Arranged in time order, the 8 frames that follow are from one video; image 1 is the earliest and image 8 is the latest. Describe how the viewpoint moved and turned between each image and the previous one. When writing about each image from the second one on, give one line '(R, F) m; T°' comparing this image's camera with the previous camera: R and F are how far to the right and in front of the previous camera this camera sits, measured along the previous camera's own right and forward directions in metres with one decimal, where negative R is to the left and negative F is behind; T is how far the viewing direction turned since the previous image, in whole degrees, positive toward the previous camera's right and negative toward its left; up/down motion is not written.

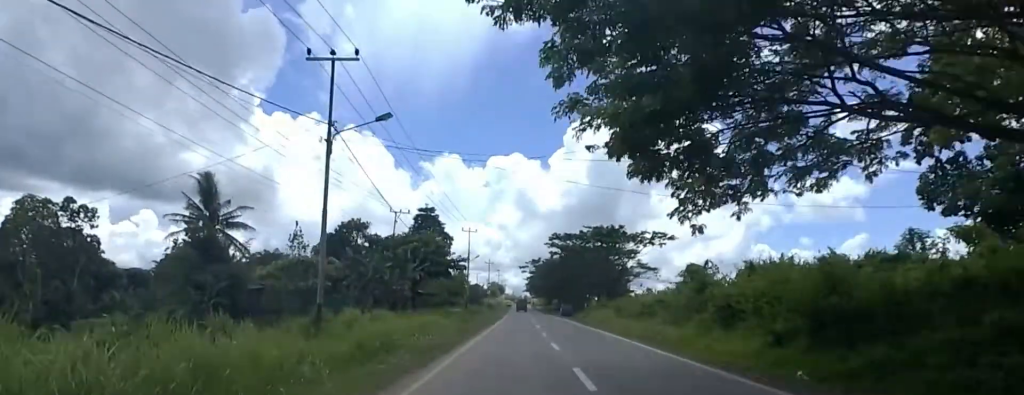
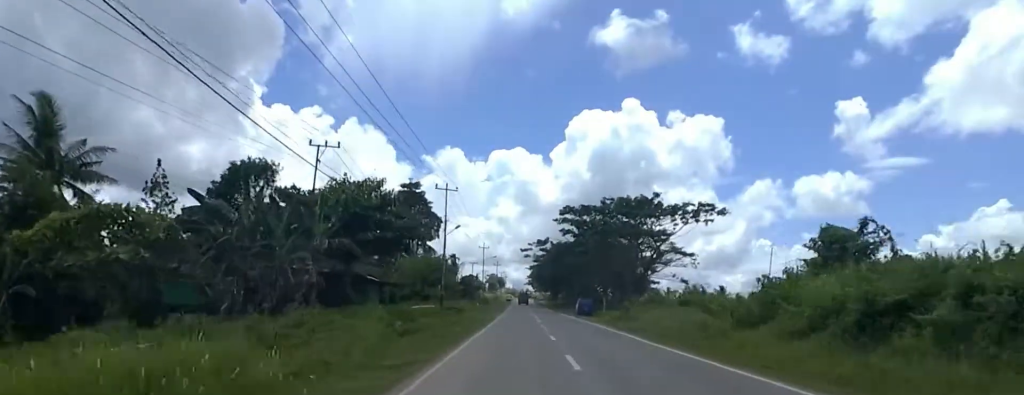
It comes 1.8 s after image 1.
(-0.5, +22.0) m; -5°
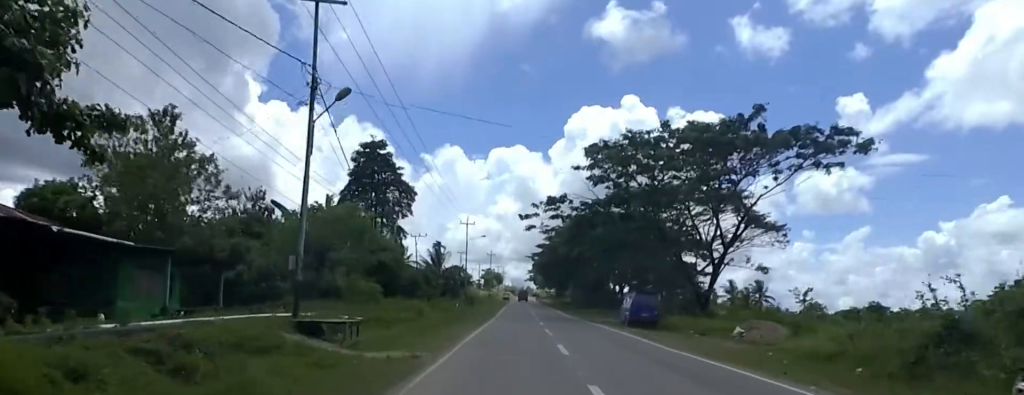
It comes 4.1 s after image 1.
(+0.2, +27.5) m; +5°
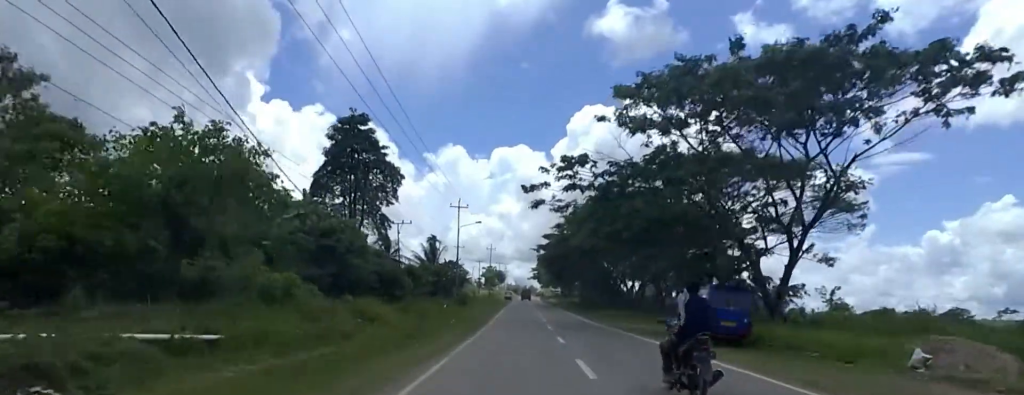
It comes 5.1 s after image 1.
(0.0, +11.2) m; -1°
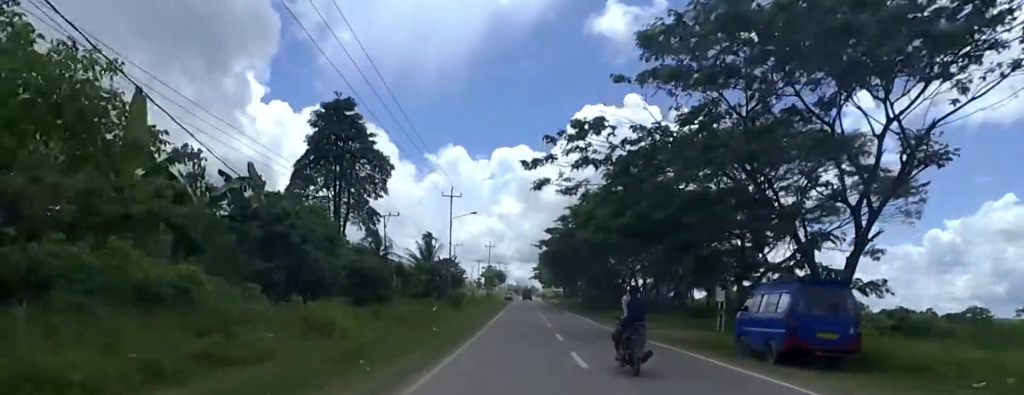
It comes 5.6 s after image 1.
(+0.1, +6.1) m; -3°
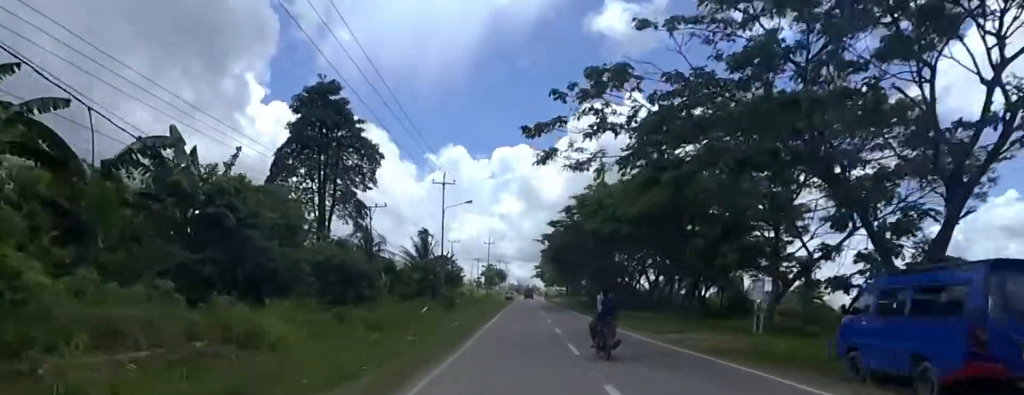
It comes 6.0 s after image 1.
(0.0, +5.3) m; -1°
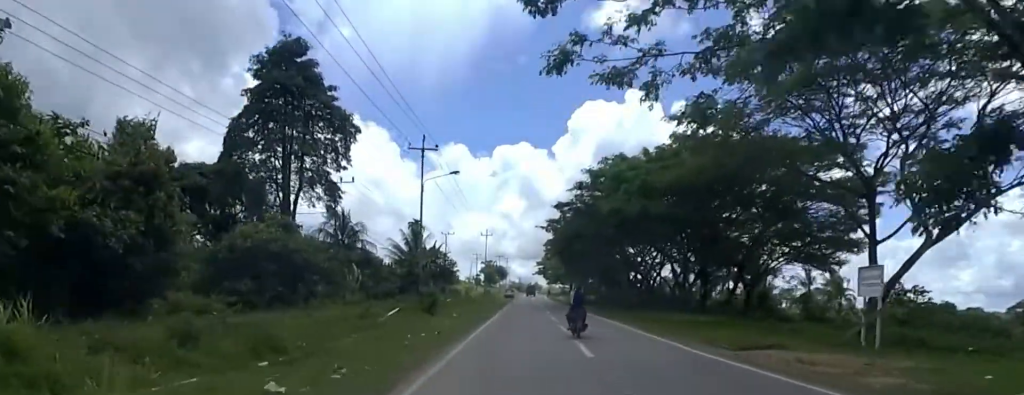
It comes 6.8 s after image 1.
(-0.9, +9.6) m; +3°
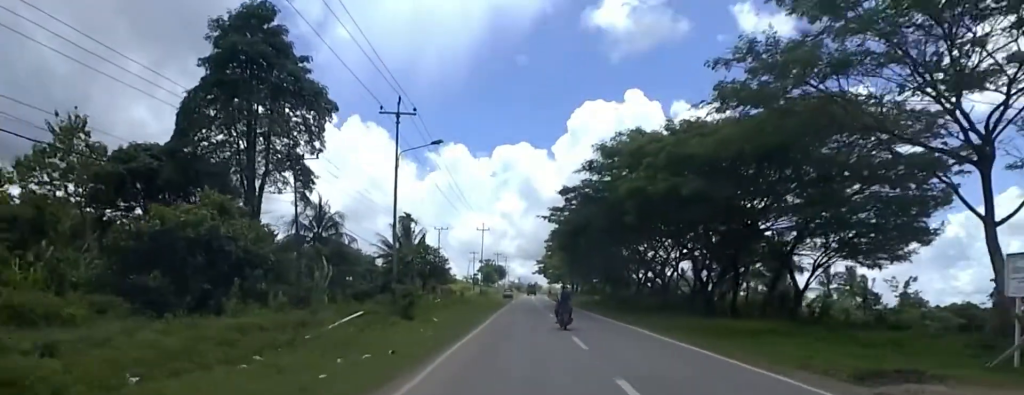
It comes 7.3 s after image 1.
(+0.8, +6.7) m; +1°
